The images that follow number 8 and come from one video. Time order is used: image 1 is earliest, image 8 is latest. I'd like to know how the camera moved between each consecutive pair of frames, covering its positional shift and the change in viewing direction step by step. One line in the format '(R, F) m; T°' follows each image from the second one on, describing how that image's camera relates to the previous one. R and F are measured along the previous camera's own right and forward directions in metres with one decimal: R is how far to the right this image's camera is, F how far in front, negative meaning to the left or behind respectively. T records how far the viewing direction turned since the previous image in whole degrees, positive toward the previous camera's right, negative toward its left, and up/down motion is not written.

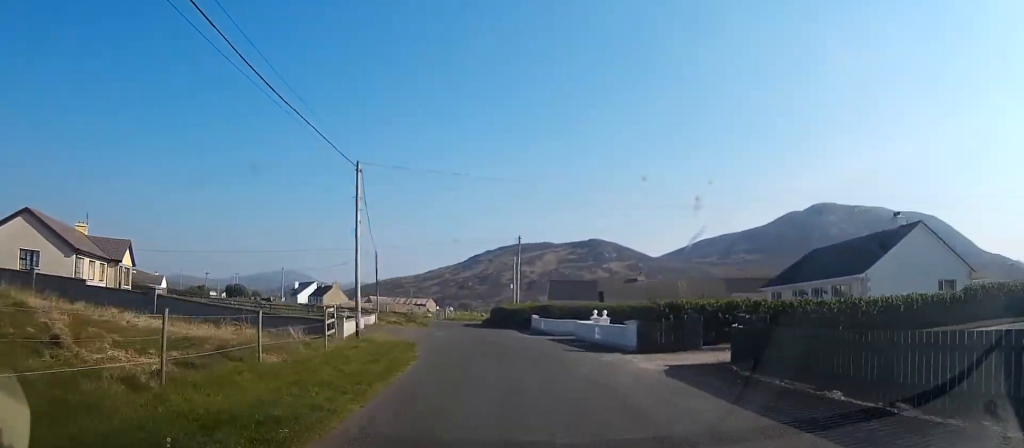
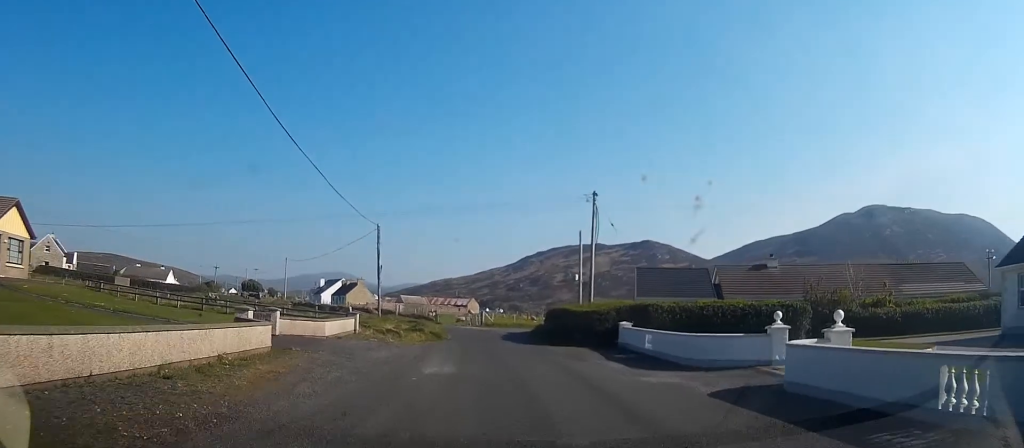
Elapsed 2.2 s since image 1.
(-0.4, +21.2) m; -2°
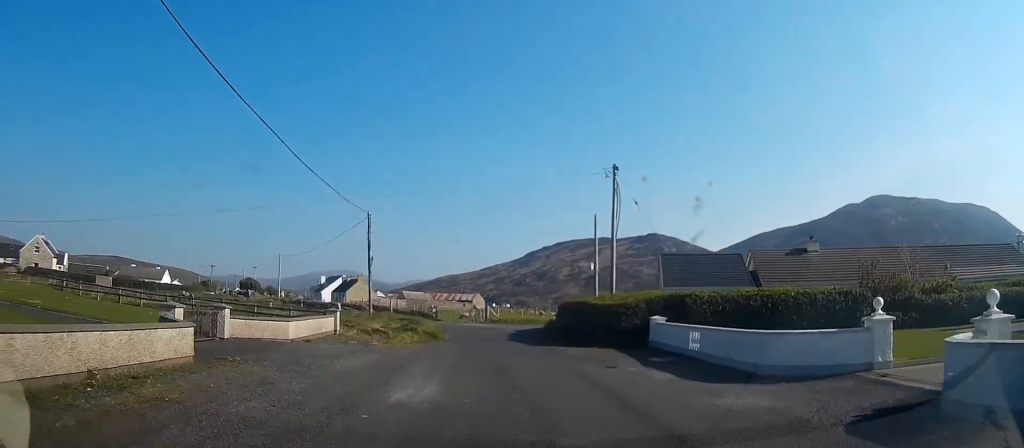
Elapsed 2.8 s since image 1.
(0.0, +4.8) m; -1°
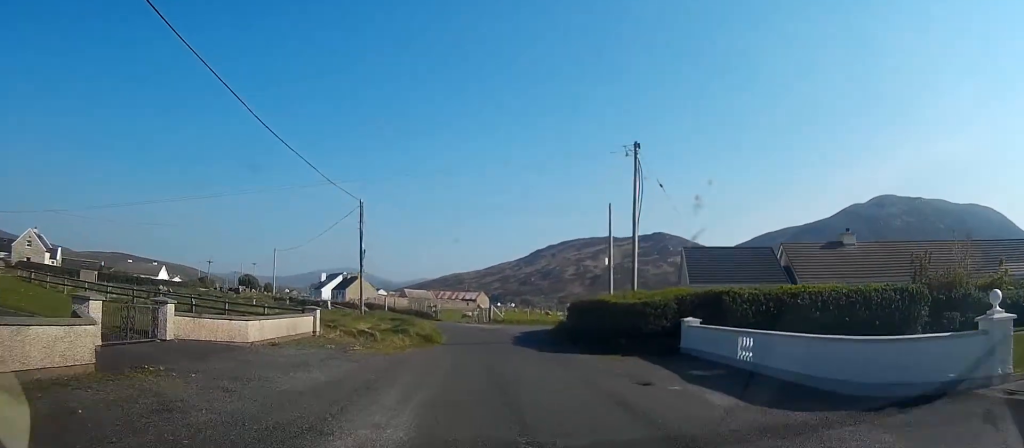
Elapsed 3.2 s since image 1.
(0.0, +3.6) m; 0°
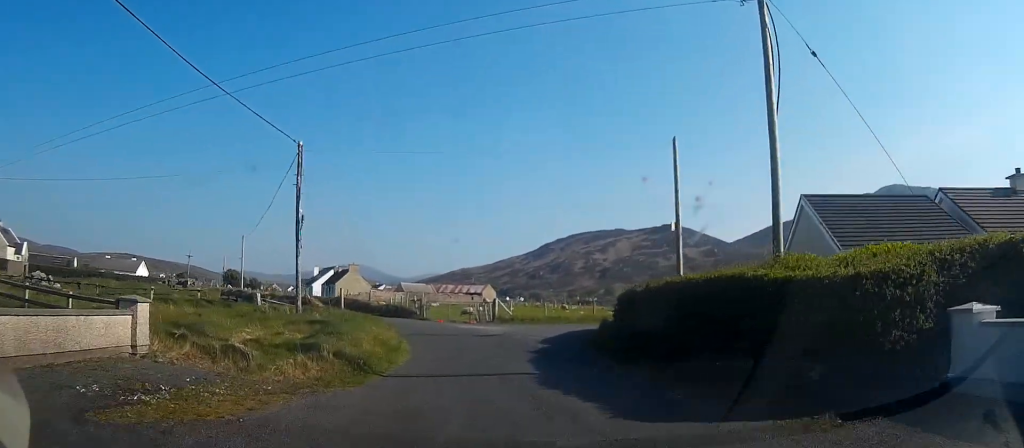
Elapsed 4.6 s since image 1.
(-0.2, +12.2) m; -2°
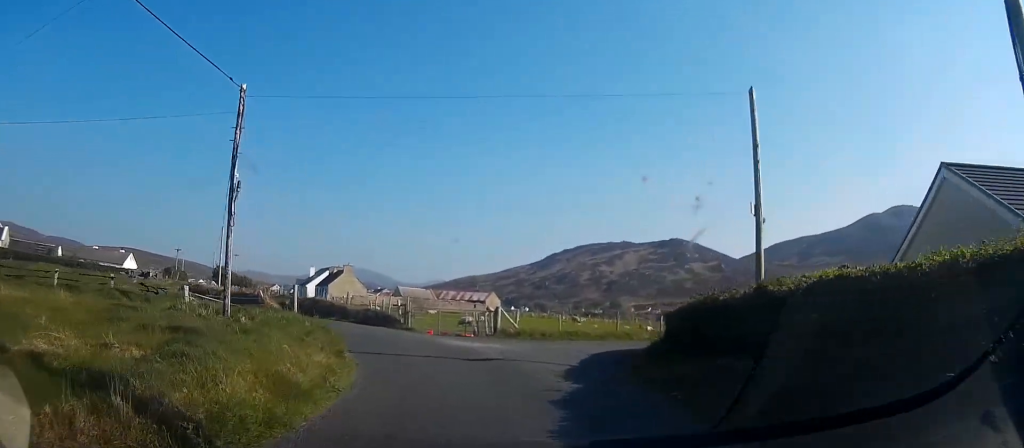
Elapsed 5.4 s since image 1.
(-0.1, +6.7) m; -1°
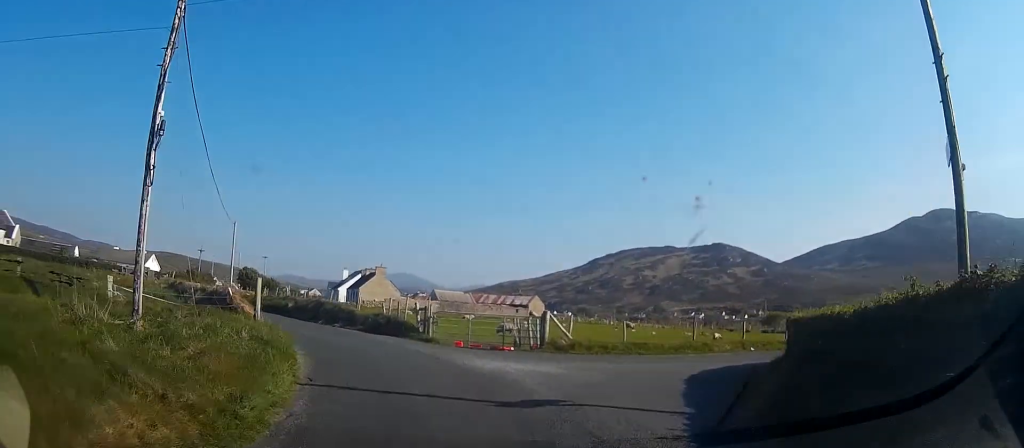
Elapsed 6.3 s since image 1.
(+0.1, +6.4) m; -6°
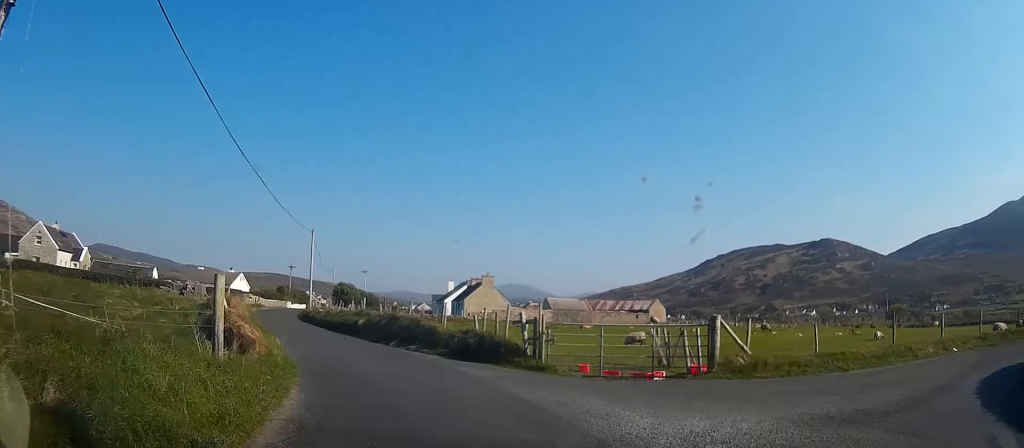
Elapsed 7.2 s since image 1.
(-0.8, +6.8) m; -11°
